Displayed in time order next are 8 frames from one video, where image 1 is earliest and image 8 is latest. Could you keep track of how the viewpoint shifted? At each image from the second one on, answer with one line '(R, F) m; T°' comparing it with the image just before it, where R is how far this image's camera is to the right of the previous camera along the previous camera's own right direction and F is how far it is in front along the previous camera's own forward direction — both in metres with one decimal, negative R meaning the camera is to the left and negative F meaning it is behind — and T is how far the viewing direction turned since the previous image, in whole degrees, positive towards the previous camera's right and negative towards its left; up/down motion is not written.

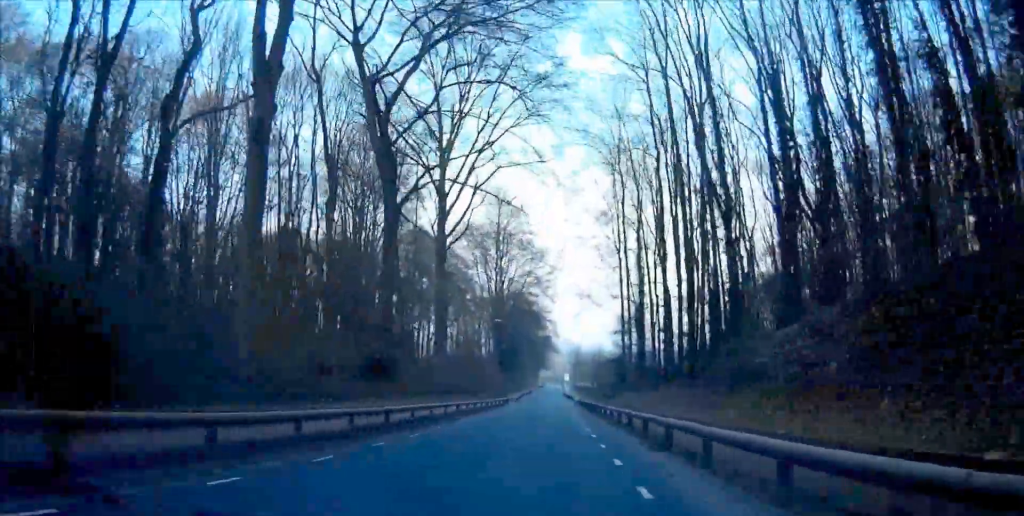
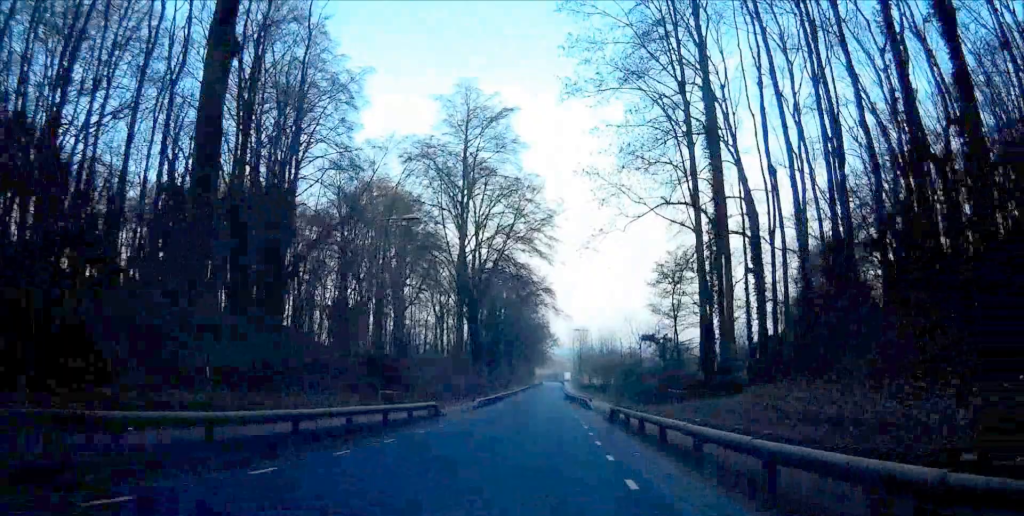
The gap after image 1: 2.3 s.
(+0.1, +44.3) m; 0°
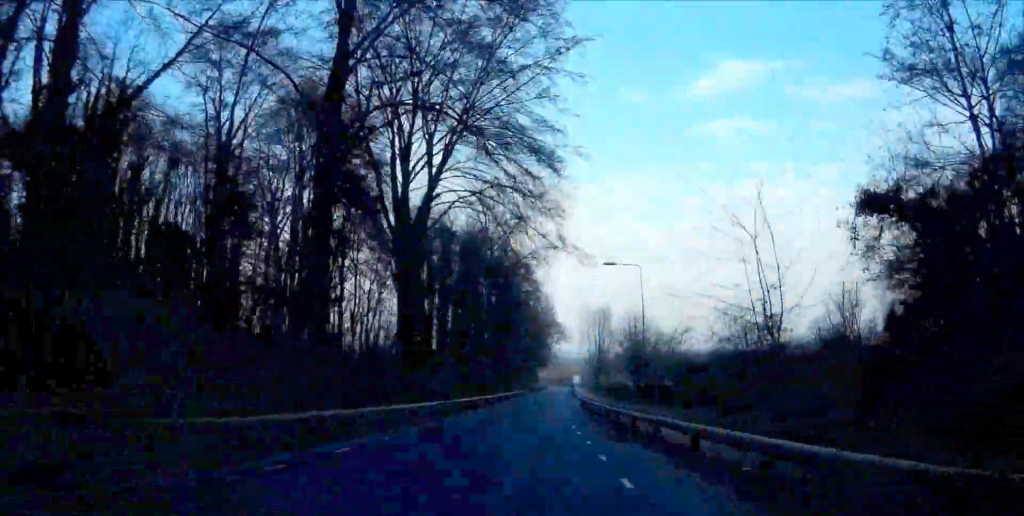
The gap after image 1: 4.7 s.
(-0.1, +48.6) m; 0°
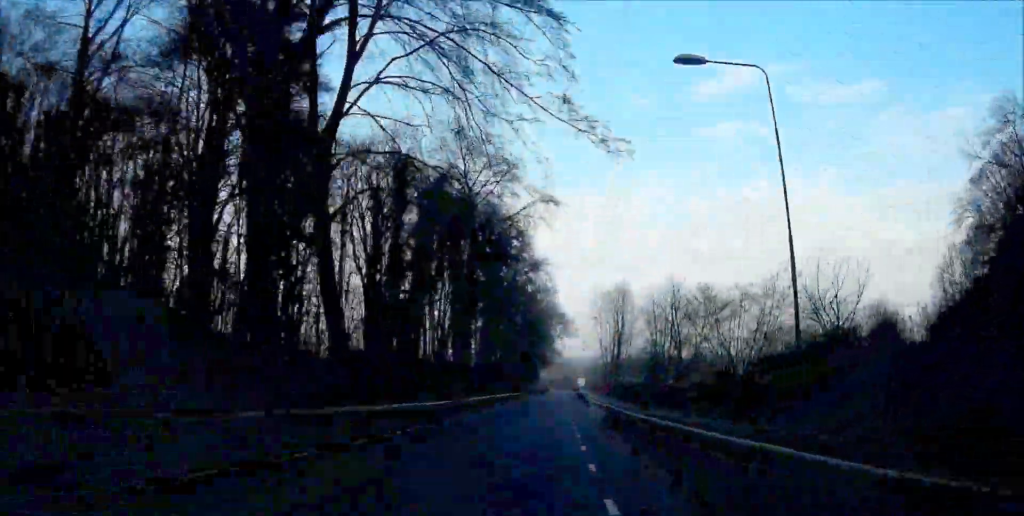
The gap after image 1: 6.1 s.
(0.0, +26.5) m; -1°
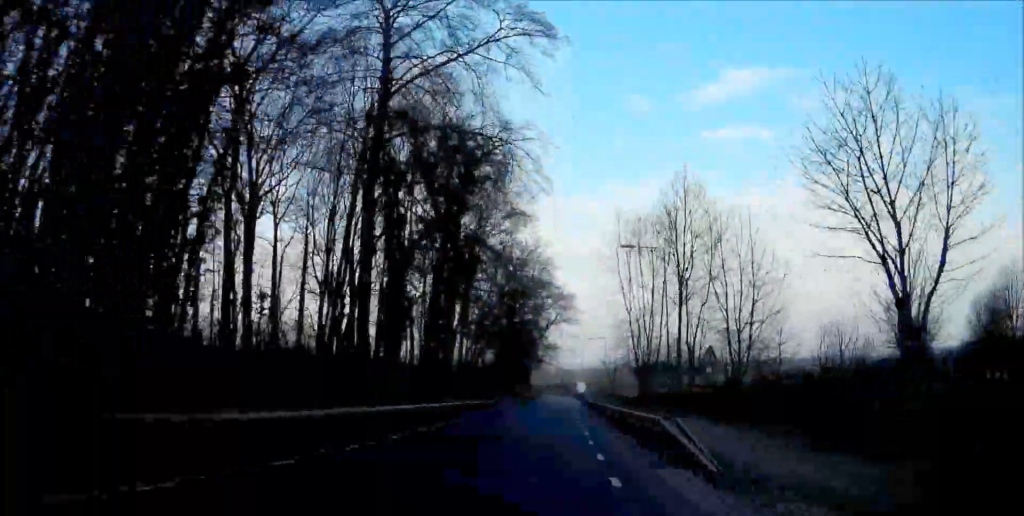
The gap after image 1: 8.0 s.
(-0.6, +38.5) m; 0°
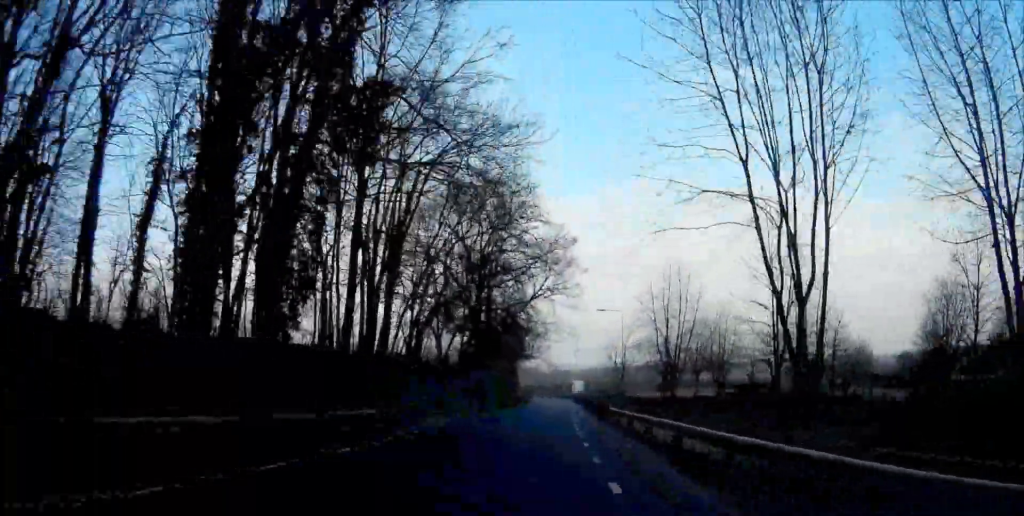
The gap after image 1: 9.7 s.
(+0.2, +33.2) m; +1°
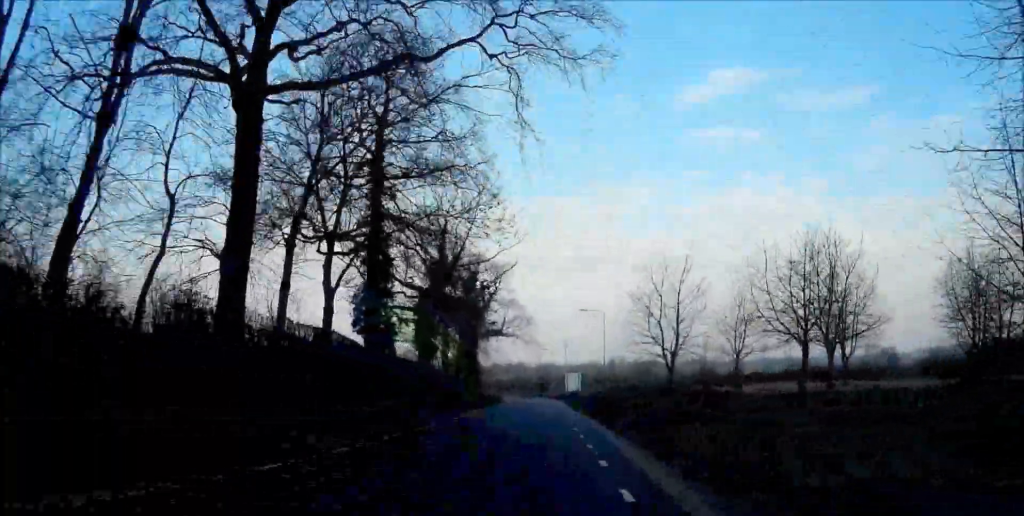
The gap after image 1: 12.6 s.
(+1.4, +58.2) m; +2°
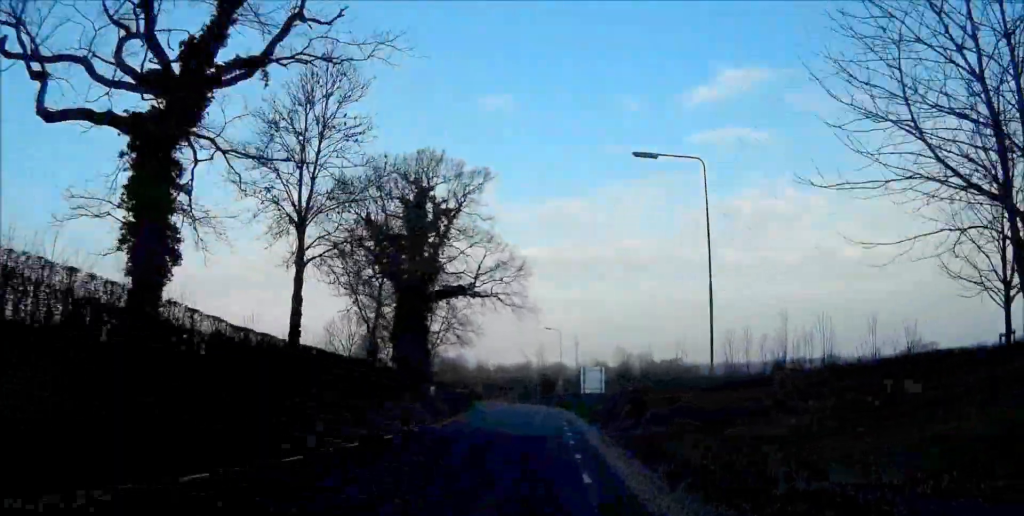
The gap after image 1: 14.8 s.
(-0.4, +42.5) m; -3°
